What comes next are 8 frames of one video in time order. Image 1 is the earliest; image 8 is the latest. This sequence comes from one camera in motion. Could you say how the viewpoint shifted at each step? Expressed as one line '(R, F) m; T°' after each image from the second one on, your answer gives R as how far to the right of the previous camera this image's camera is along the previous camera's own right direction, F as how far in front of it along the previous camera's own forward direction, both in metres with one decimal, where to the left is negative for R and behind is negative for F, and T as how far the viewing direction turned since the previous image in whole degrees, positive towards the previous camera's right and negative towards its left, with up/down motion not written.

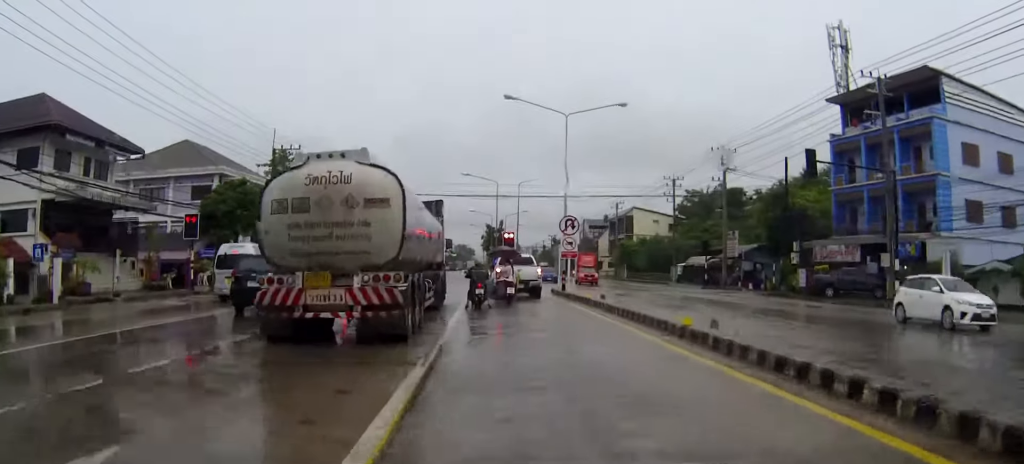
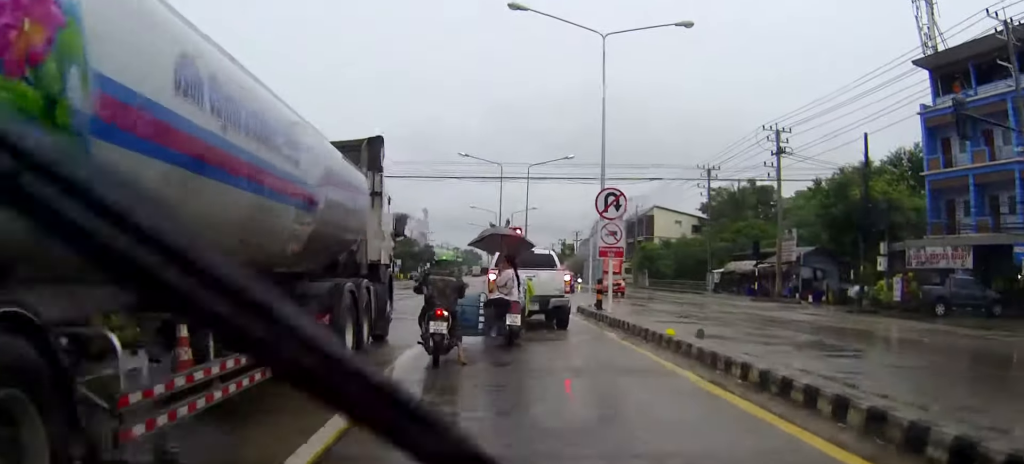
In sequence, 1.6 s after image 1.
(-0.5, +14.3) m; -2°
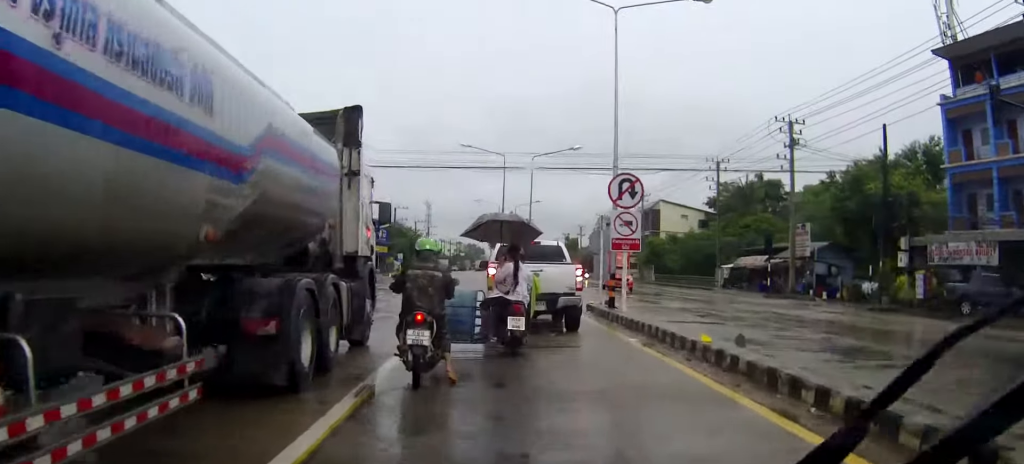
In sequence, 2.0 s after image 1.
(+0.1, +2.4) m; 0°
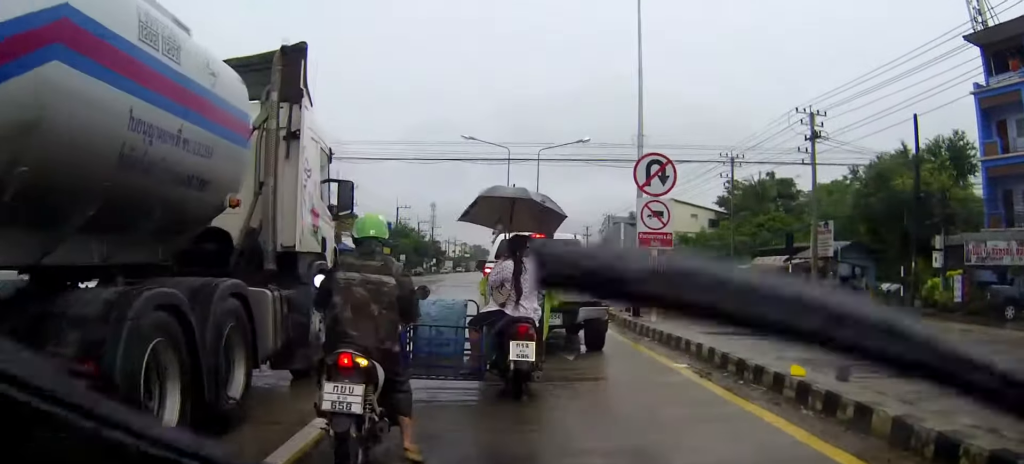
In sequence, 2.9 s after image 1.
(+0.1, +4.4) m; 0°
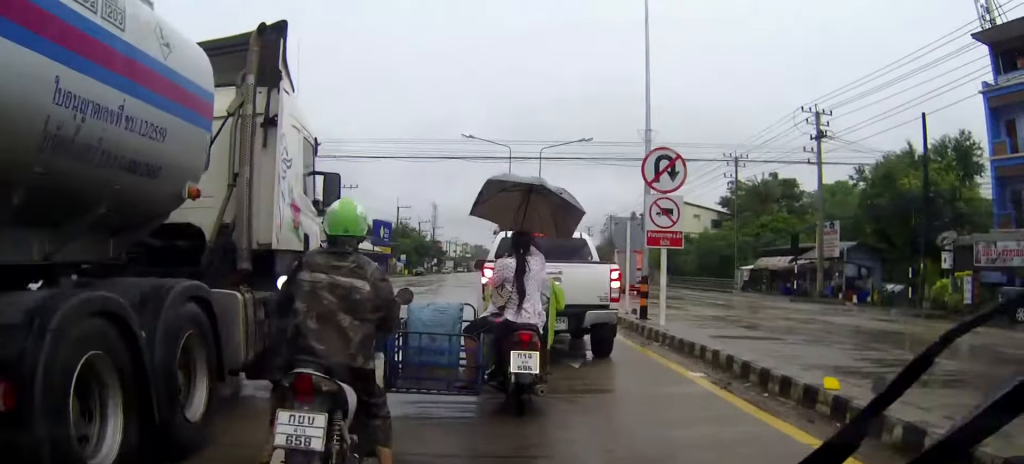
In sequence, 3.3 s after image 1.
(0.0, +1.3) m; -1°
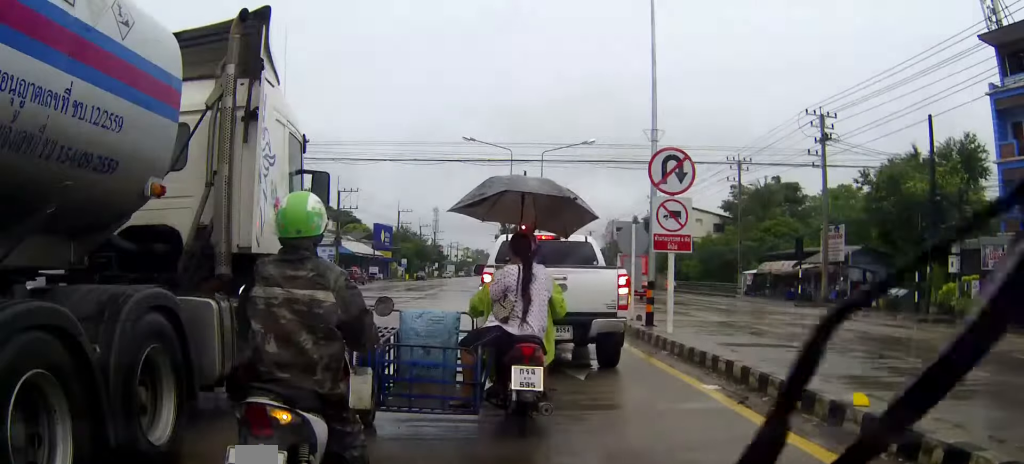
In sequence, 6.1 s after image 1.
(-0.1, +2.4) m; -1°
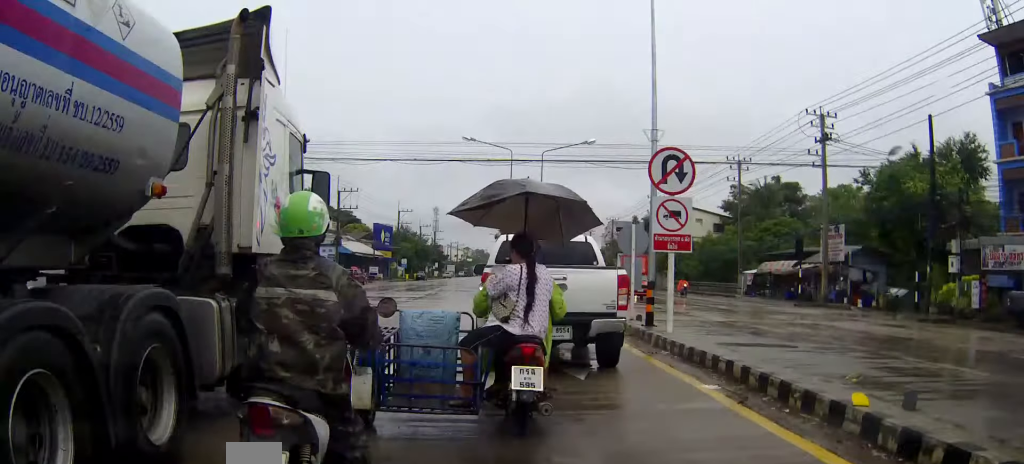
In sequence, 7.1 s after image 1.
(0.0, 0.0) m; 0°
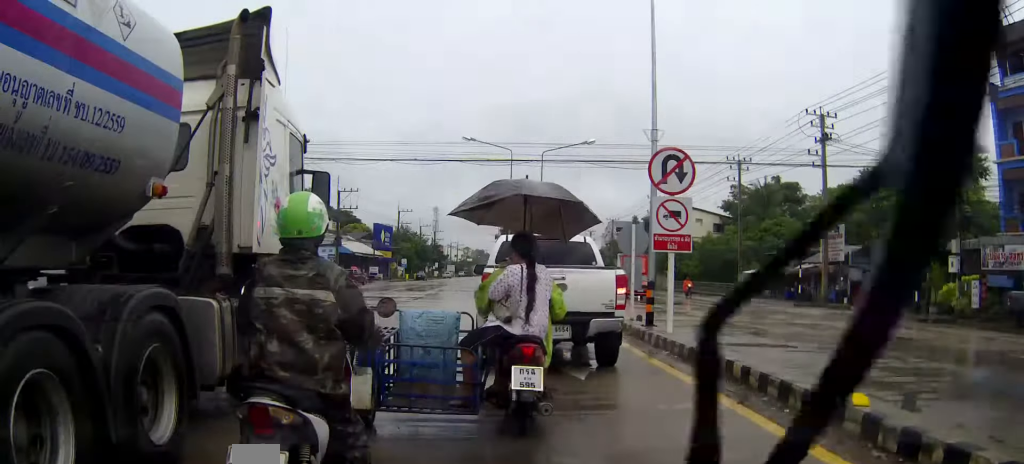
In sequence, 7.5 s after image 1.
(0.0, 0.0) m; 0°
